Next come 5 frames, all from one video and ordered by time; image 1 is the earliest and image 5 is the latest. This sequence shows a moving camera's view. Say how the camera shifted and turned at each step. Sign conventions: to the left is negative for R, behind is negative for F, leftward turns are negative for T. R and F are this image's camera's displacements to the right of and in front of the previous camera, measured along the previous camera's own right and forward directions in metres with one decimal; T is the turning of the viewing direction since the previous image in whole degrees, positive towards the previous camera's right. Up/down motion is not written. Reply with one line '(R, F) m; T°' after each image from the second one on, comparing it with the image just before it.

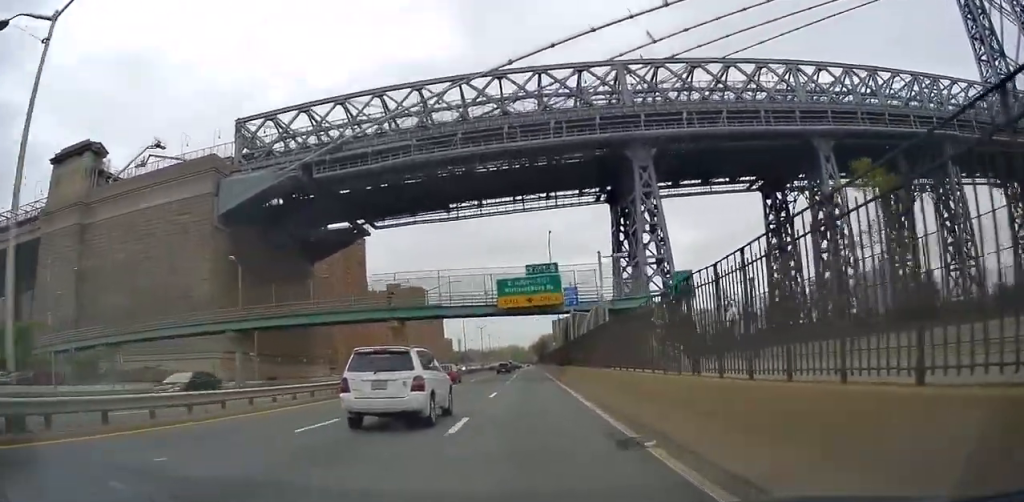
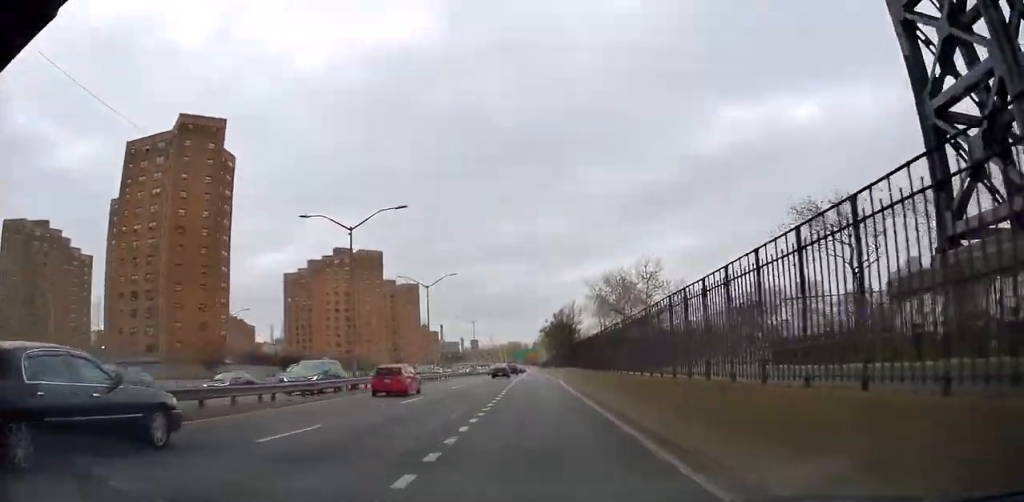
(+1.0, +81.4) m; +1°
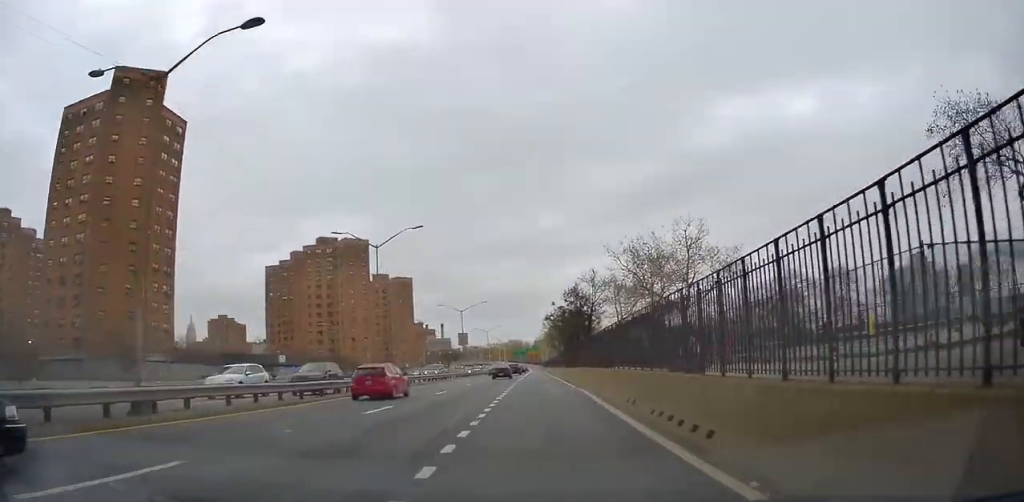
(-0.1, +17.3) m; -1°
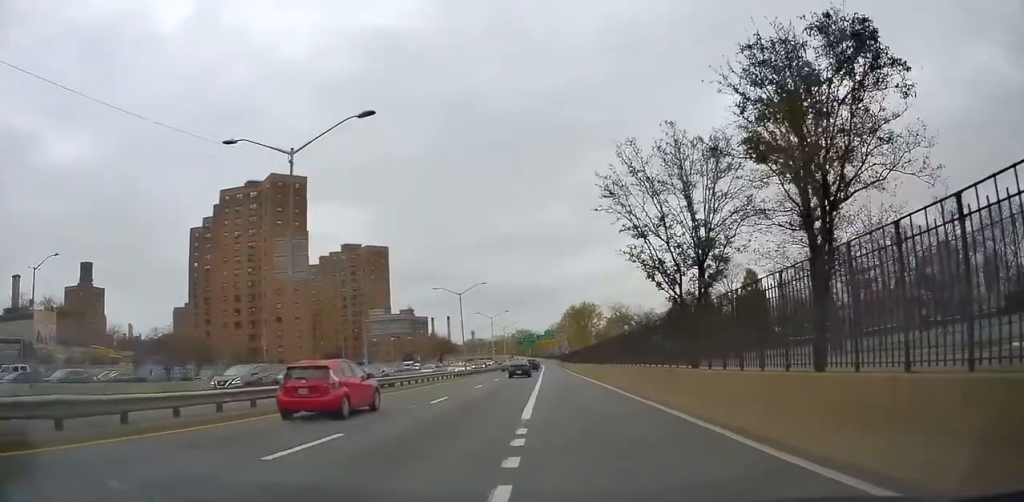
(0.0, +56.8) m; -1°
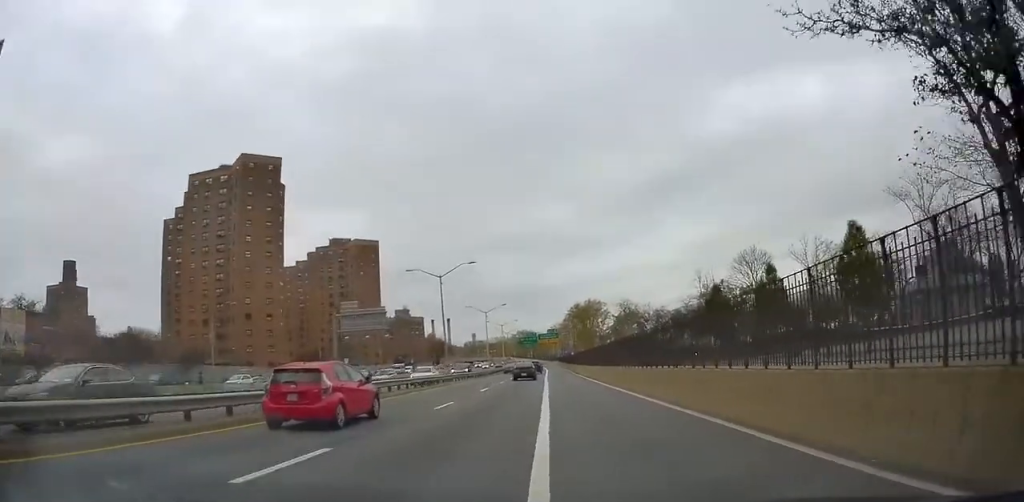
(-0.3, +14.1) m; -1°
